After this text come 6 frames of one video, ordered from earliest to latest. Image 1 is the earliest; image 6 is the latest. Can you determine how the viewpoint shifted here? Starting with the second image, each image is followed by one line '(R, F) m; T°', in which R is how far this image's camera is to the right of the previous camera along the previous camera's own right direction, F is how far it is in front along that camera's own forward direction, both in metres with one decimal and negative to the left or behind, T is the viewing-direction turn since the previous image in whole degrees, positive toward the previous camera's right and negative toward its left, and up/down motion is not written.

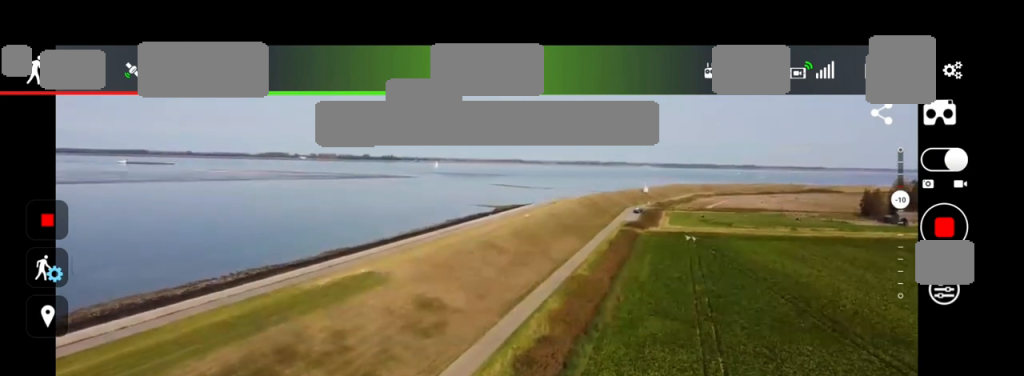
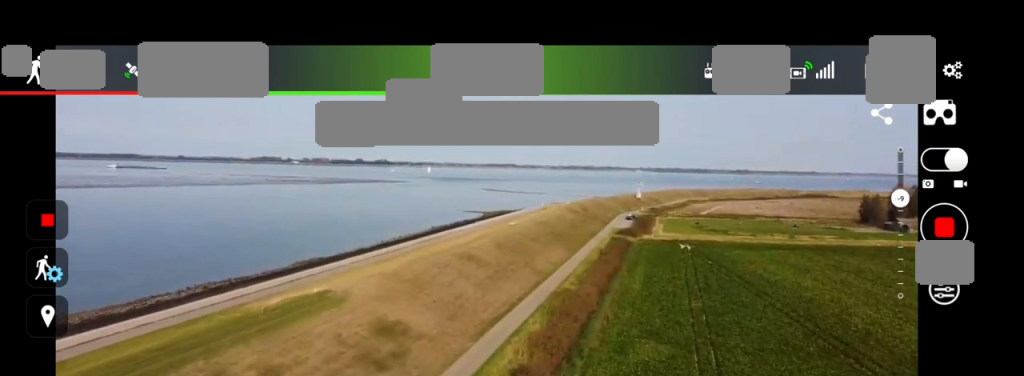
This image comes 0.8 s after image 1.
(0.0, +10.9) m; 0°
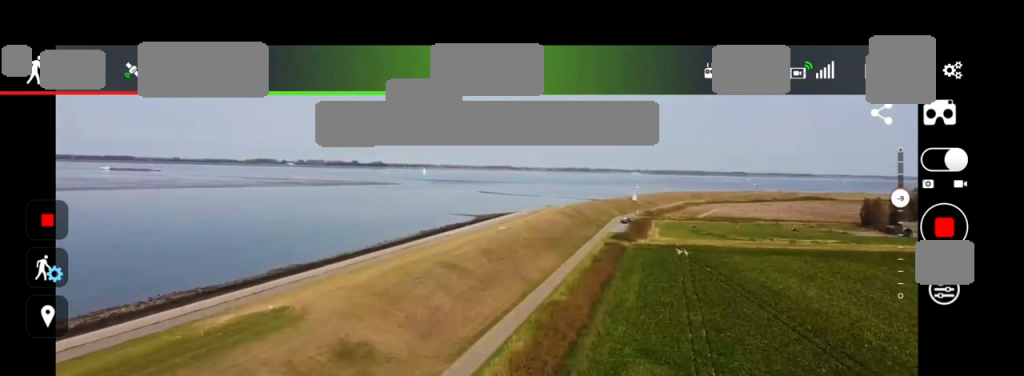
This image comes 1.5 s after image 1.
(0.0, +8.3) m; 0°
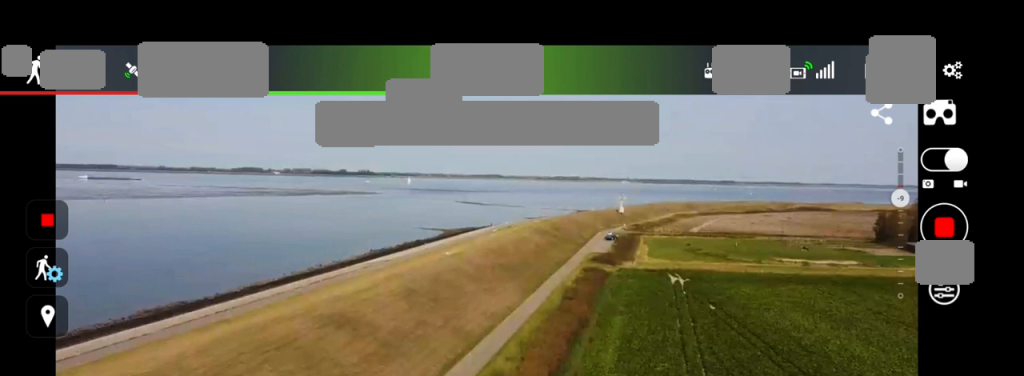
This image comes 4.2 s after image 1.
(+0.2, +35.6) m; +1°
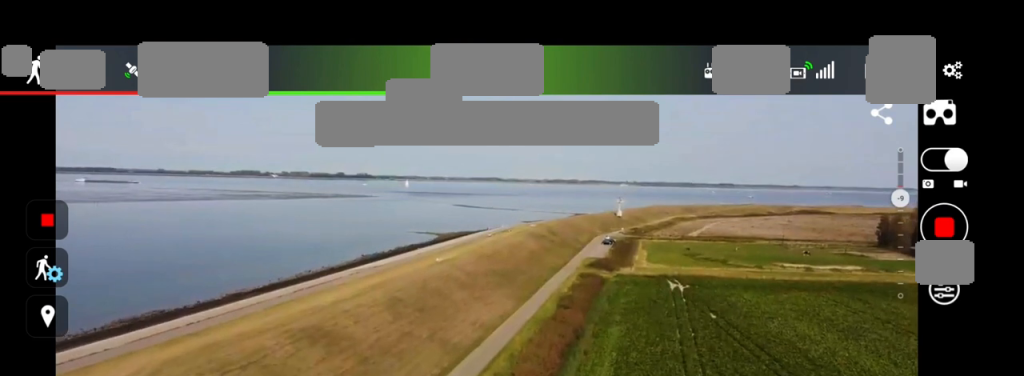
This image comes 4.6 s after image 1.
(0.0, +5.3) m; 0°
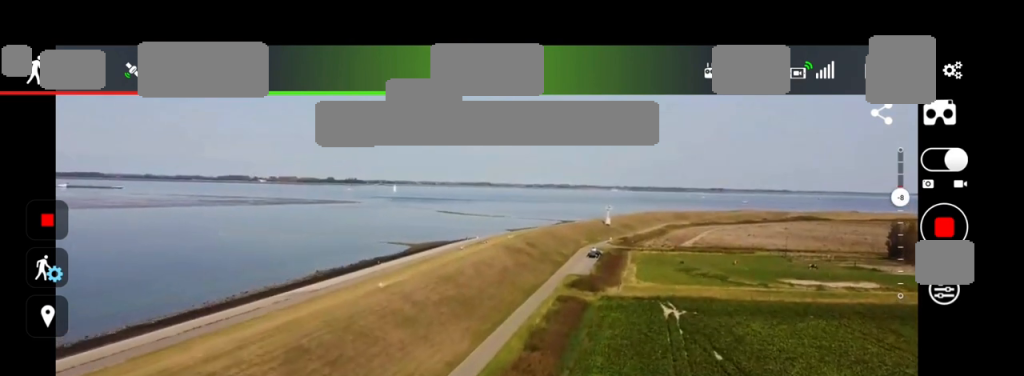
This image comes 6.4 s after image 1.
(0.0, +23.7) m; 0°
